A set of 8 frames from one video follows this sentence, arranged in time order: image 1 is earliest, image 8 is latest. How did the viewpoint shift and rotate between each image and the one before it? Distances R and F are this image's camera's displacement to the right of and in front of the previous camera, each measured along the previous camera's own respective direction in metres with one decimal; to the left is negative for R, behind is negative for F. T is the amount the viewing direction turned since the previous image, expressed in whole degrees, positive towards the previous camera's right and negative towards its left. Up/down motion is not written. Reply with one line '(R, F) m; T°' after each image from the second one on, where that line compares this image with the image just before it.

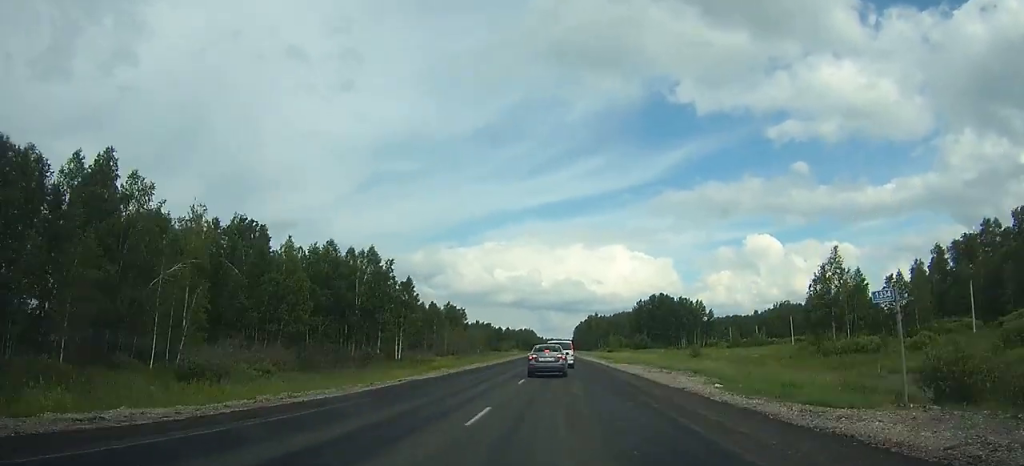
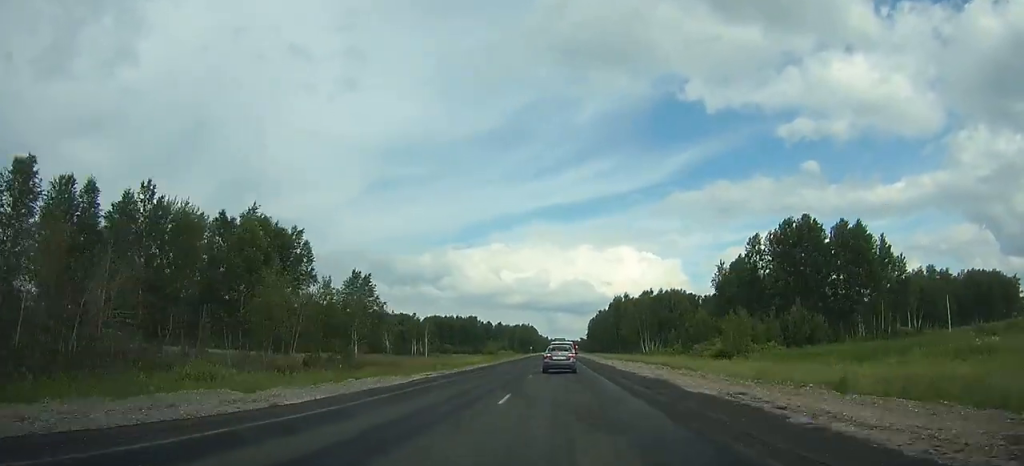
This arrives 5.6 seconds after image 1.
(-1.3, +117.6) m; -1°
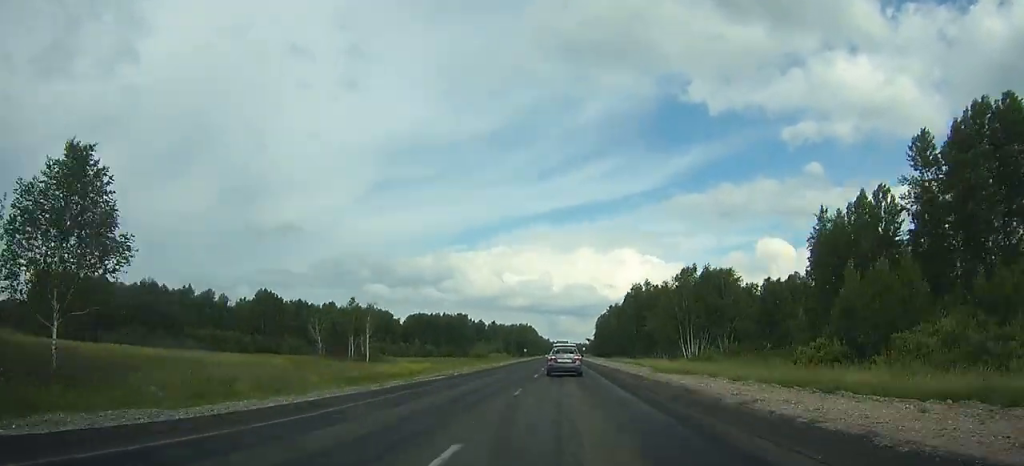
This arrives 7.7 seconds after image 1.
(0.0, +43.6) m; 0°
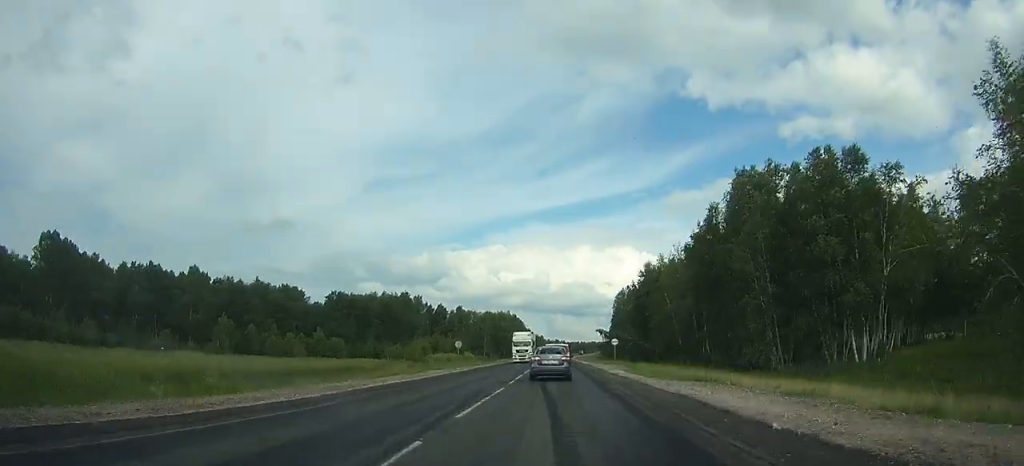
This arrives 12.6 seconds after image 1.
(+0.2, +95.0) m; 0°
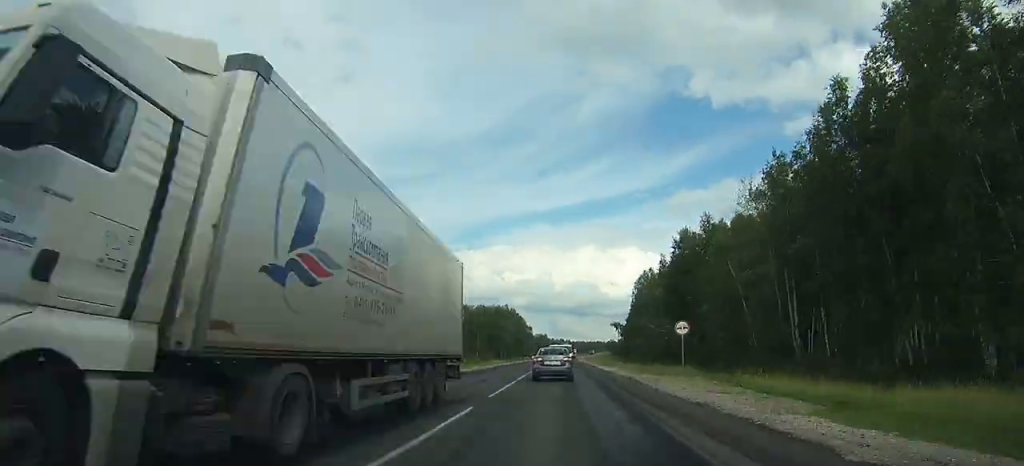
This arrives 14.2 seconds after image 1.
(0.0, +29.6) m; 0°
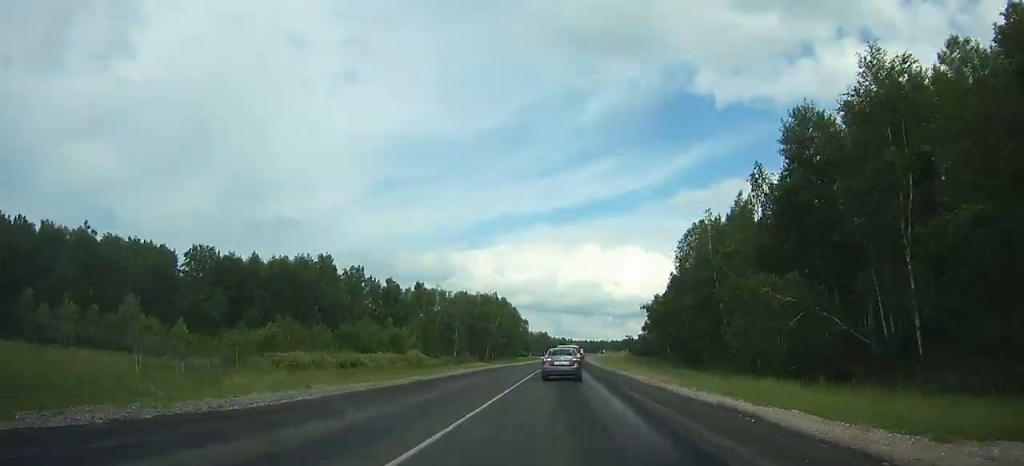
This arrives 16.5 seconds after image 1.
(0.0, +42.3) m; 0°
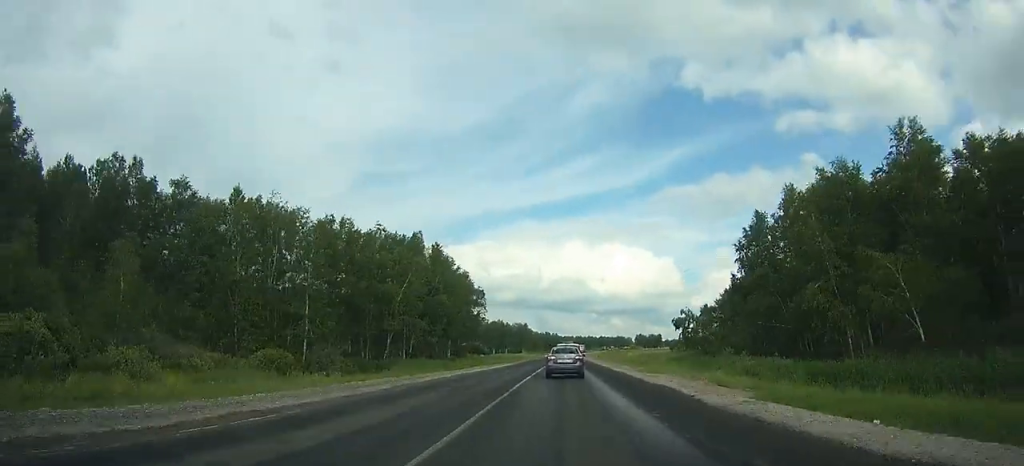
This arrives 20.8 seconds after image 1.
(+0.2, +82.0) m; +1°
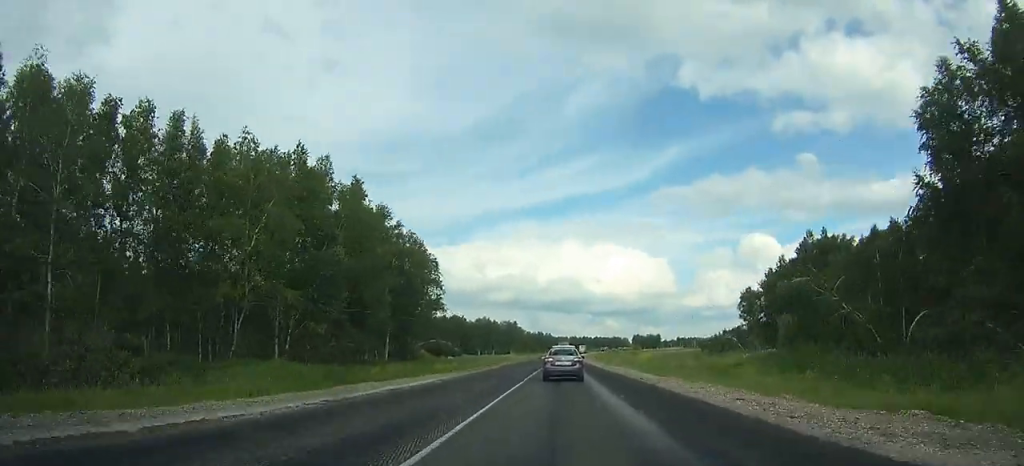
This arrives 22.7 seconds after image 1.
(-0.1, +35.7) m; +1°
